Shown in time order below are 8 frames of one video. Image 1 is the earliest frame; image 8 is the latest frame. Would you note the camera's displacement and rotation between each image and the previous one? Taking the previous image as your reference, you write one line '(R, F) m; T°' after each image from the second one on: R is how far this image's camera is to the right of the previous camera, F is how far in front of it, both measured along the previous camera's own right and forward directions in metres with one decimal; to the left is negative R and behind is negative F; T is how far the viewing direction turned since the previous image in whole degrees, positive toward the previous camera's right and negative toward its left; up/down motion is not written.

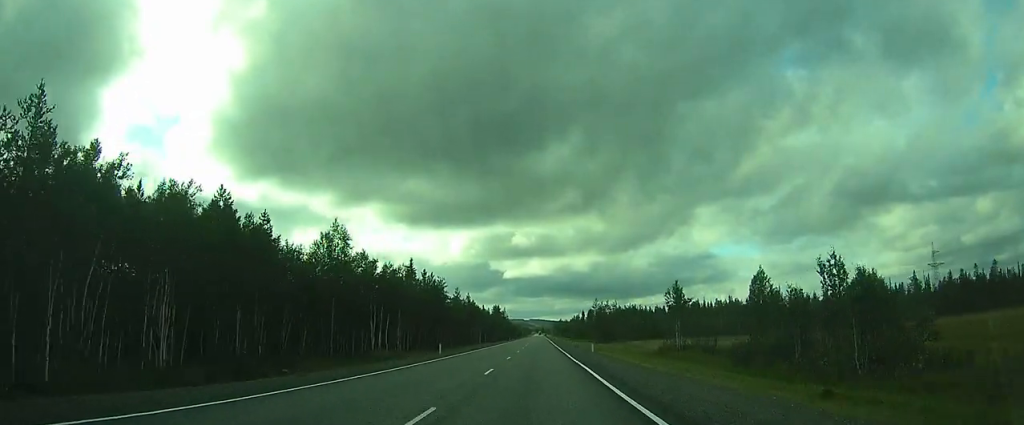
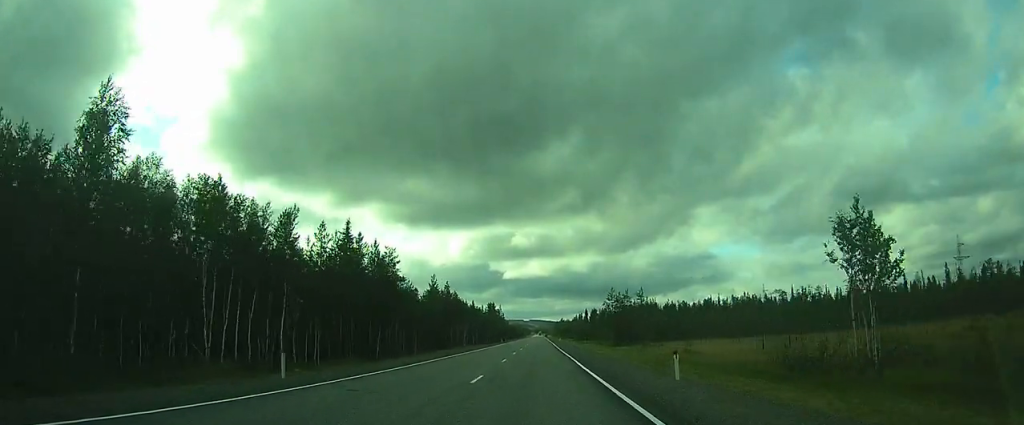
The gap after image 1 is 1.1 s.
(0.0, +30.3) m; 0°
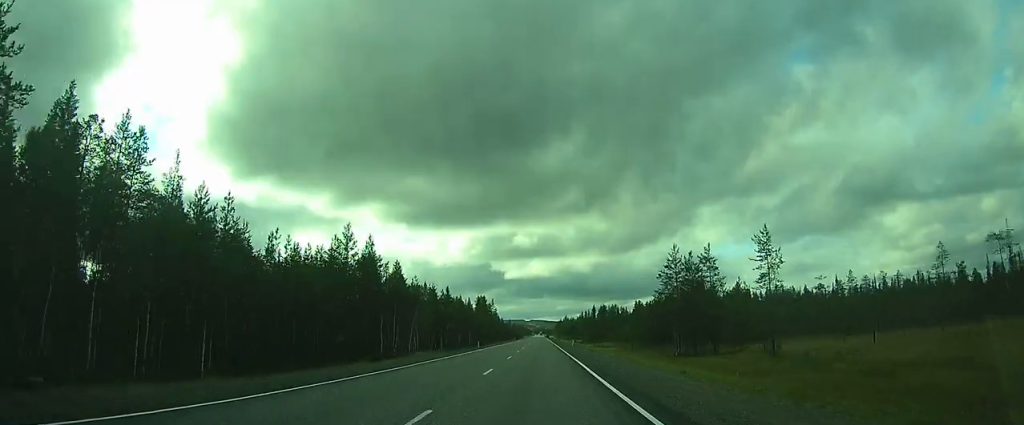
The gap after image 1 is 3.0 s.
(+0.2, +48.6) m; +1°
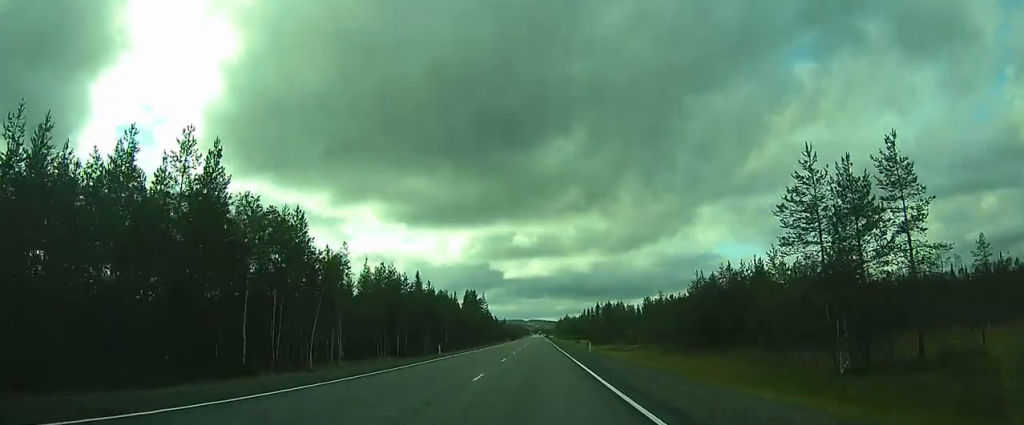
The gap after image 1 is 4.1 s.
(+0.2, +29.0) m; 0°
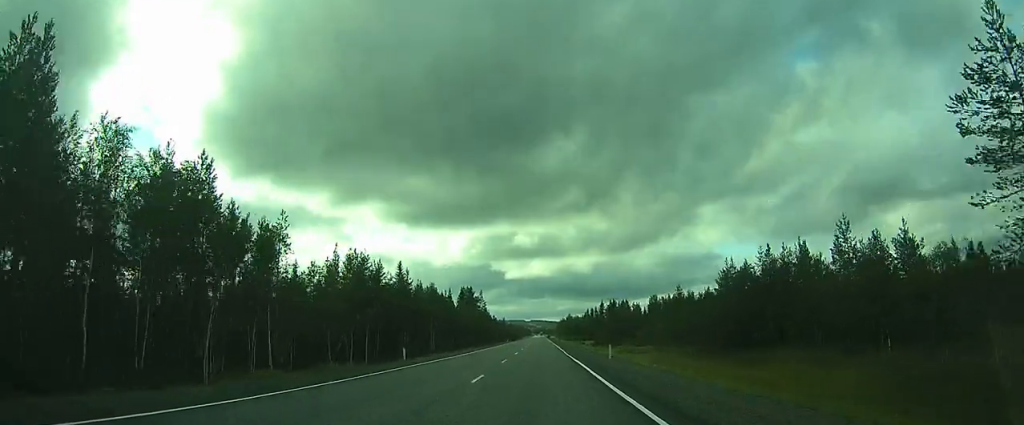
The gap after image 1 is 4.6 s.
(0.0, +13.2) m; 0°
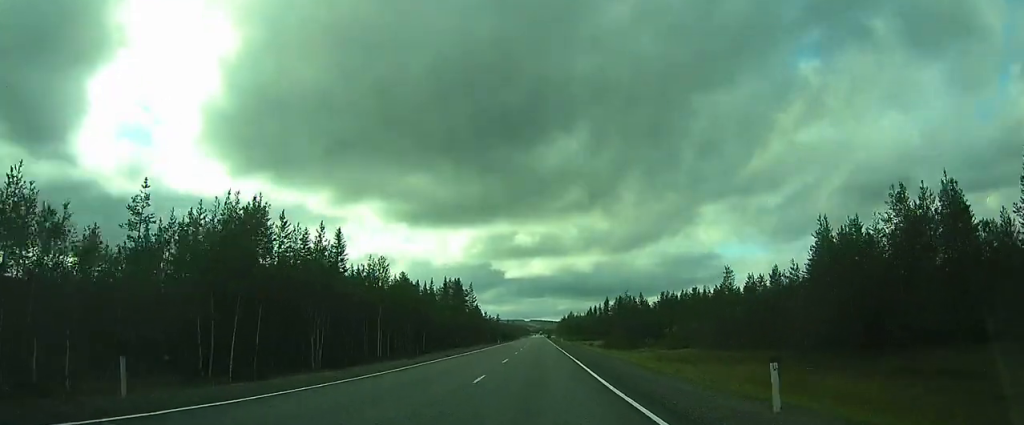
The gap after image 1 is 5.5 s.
(0.0, +25.4) m; 0°
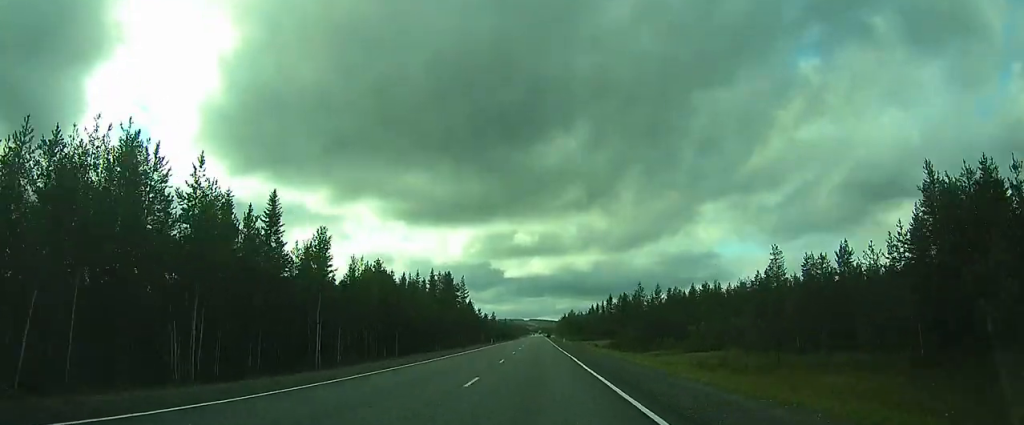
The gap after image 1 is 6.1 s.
(0.0, +14.9) m; 0°
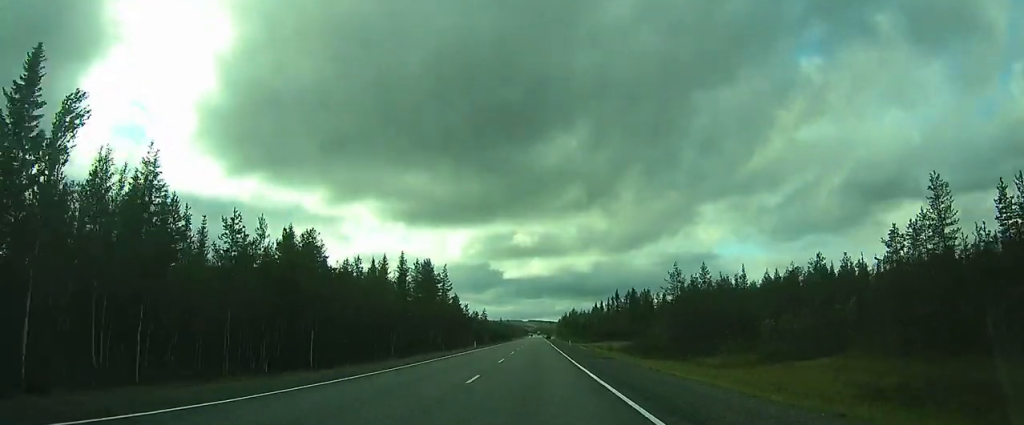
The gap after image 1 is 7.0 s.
(0.0, +24.7) m; 0°
